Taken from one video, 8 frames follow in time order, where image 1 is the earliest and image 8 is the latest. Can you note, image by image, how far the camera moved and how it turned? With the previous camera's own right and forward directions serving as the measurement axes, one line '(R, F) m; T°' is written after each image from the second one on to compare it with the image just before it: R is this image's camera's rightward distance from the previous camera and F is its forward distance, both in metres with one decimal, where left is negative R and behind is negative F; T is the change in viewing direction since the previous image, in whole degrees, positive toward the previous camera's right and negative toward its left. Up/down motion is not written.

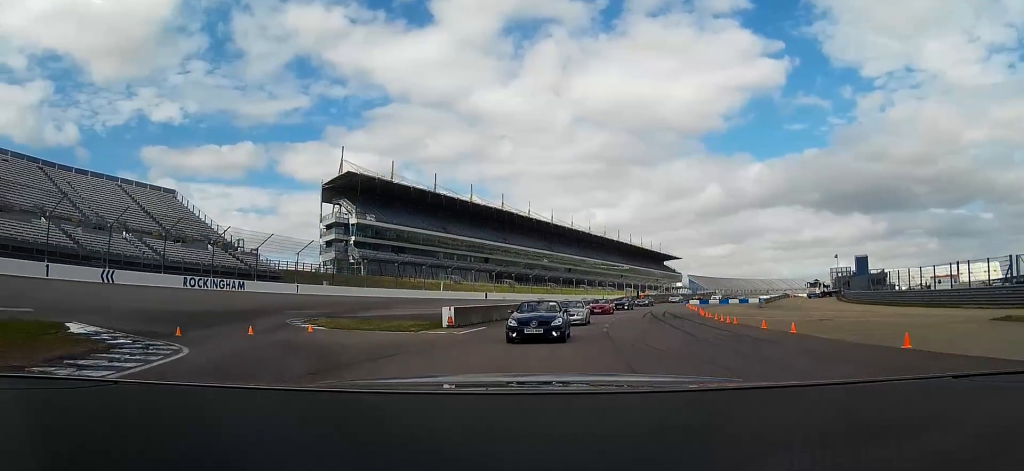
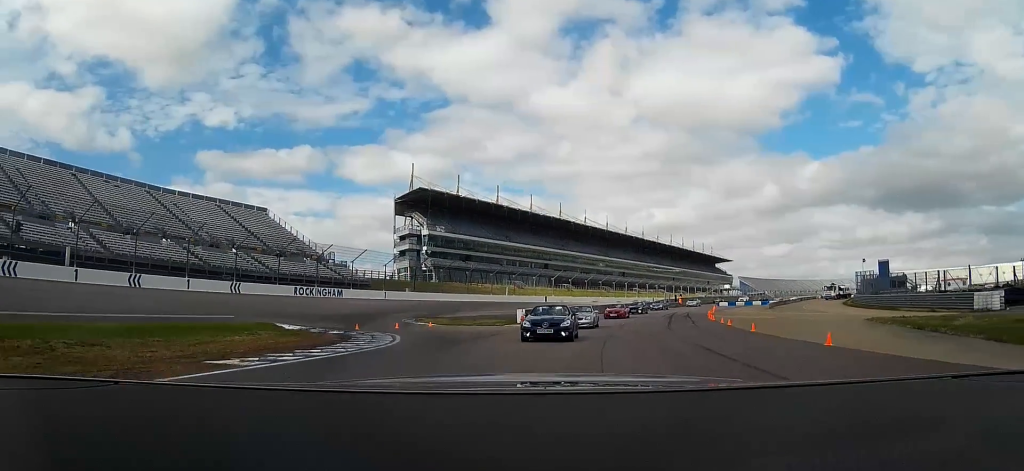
(-1.0, +14.3) m; -3°
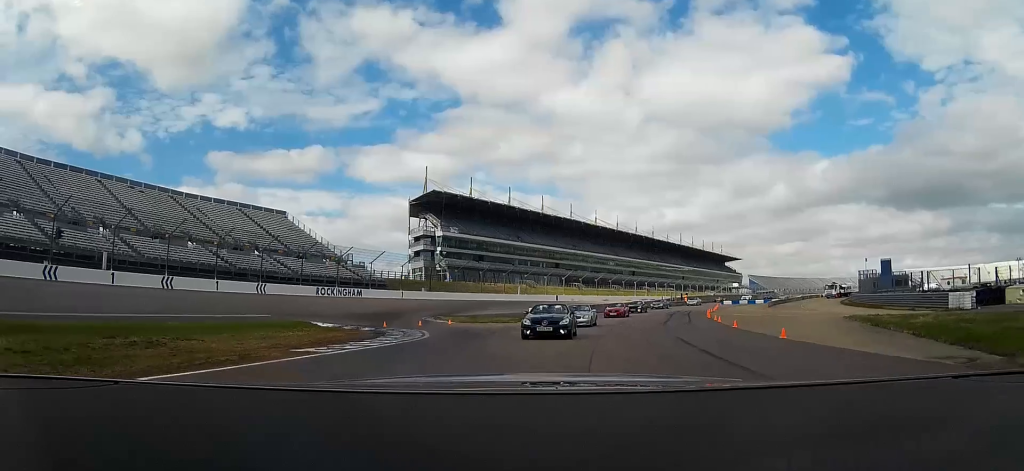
(-0.1, +3.9) m; +1°
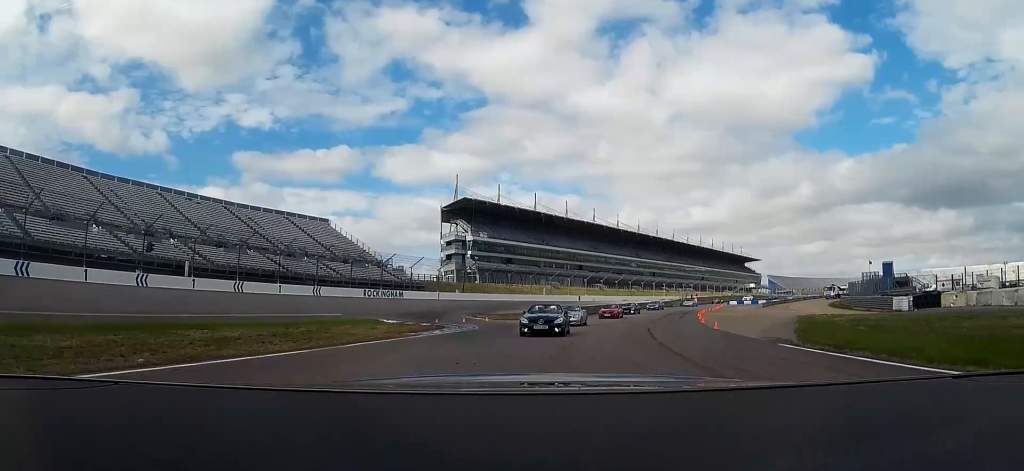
(+0.4, +10.9) m; -2°
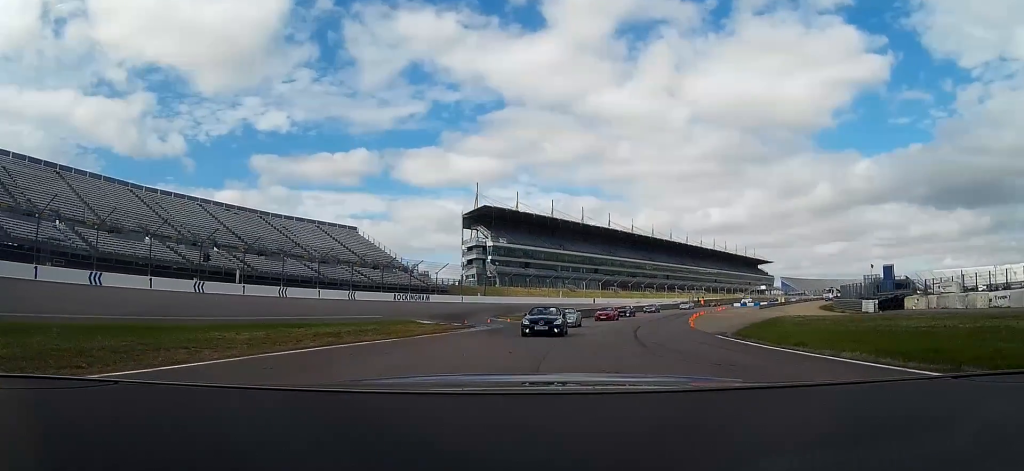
(-0.6, +8.1) m; -5°
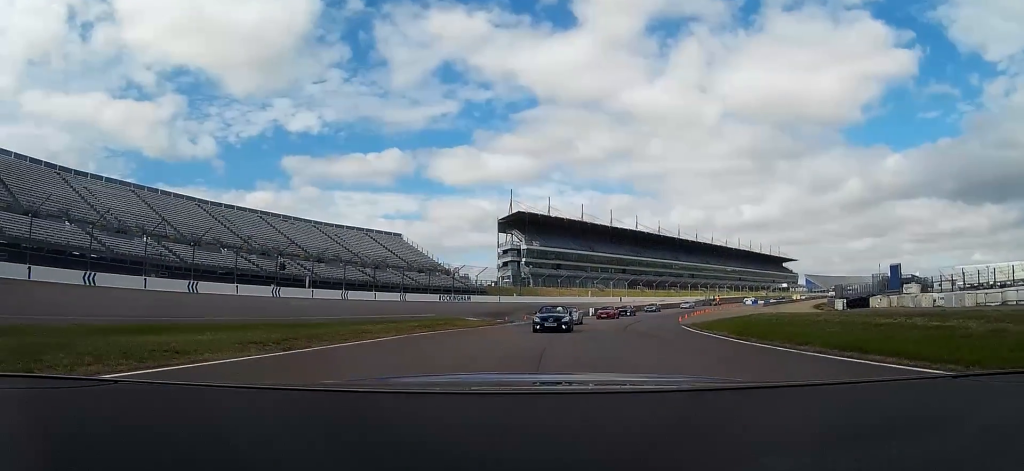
(-0.8, +12.2) m; -5°
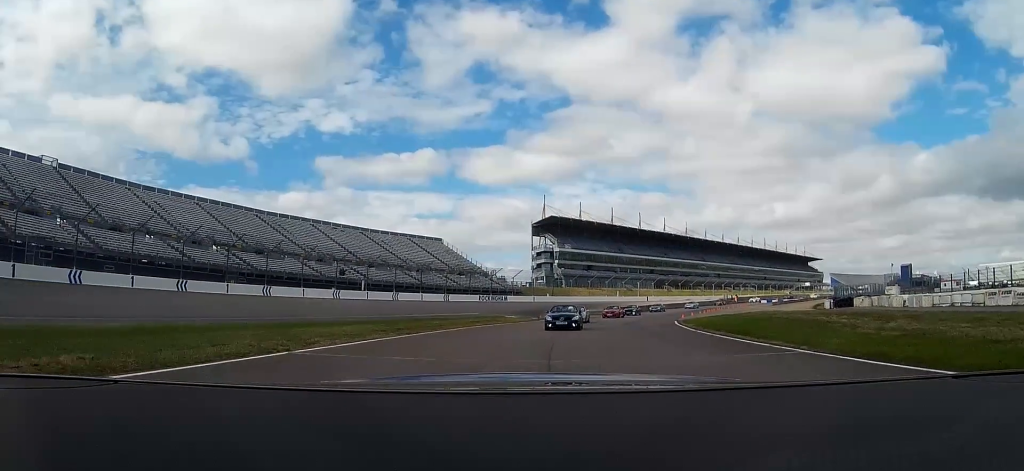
(-0.2, +11.0) m; -3°
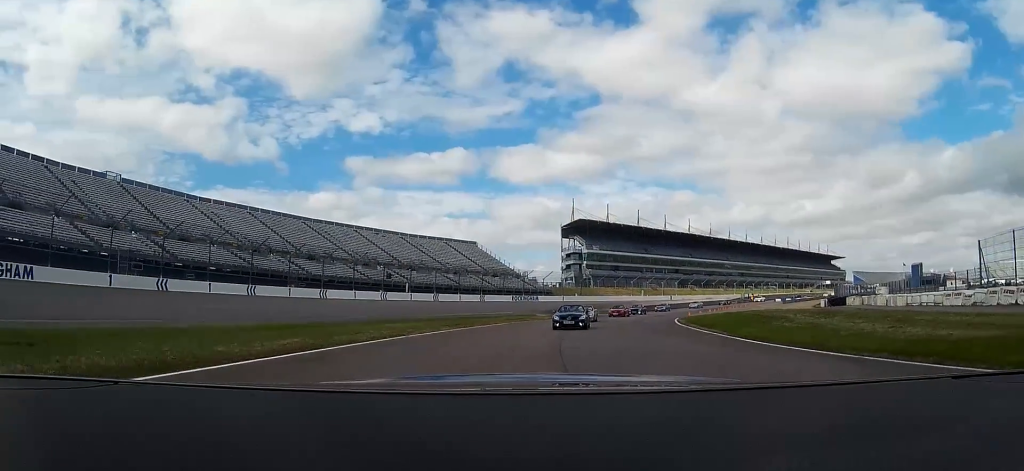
(-0.3, +9.8) m; -3°
